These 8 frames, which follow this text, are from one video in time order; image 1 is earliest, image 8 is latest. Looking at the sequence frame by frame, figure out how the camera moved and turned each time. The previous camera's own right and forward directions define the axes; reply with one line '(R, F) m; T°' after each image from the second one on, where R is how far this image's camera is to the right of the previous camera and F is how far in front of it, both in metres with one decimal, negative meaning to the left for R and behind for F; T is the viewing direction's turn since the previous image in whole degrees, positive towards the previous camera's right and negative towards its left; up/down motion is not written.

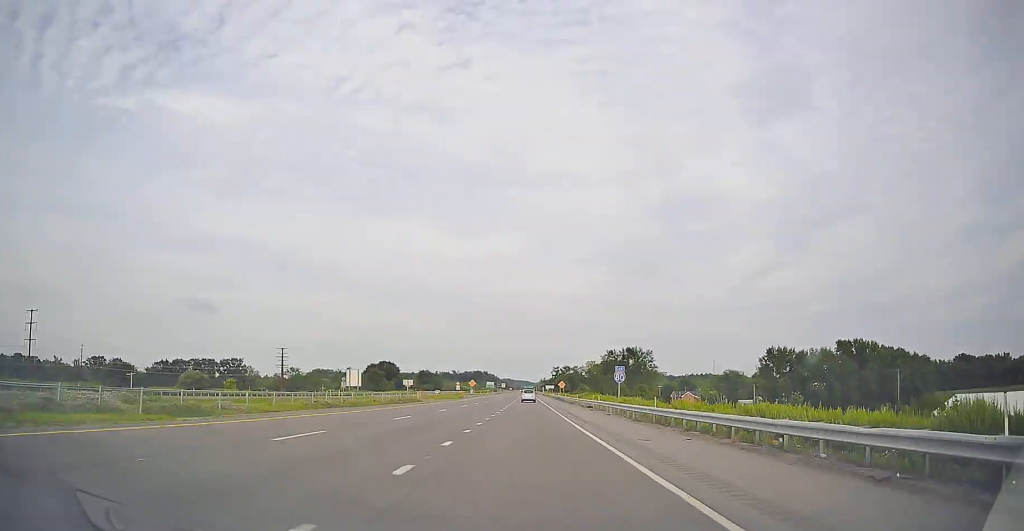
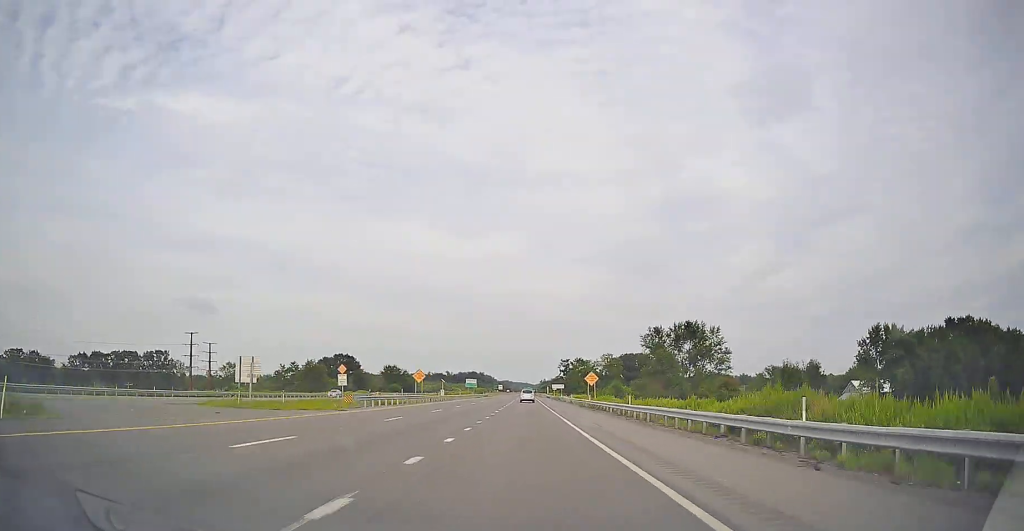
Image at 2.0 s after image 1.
(-0.1, +62.1) m; 0°
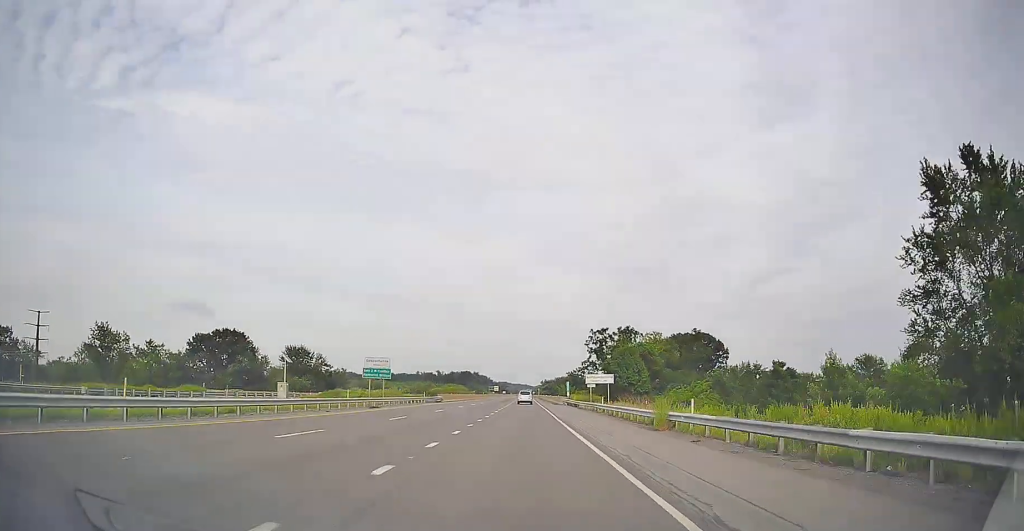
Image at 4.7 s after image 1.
(-0.3, +83.6) m; 0°
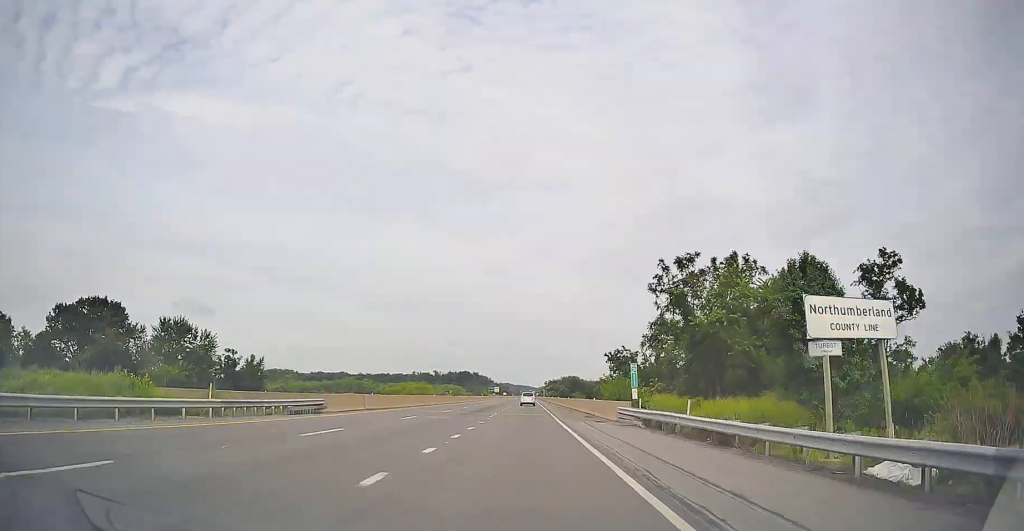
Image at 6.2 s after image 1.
(-0.2, +46.4) m; 0°
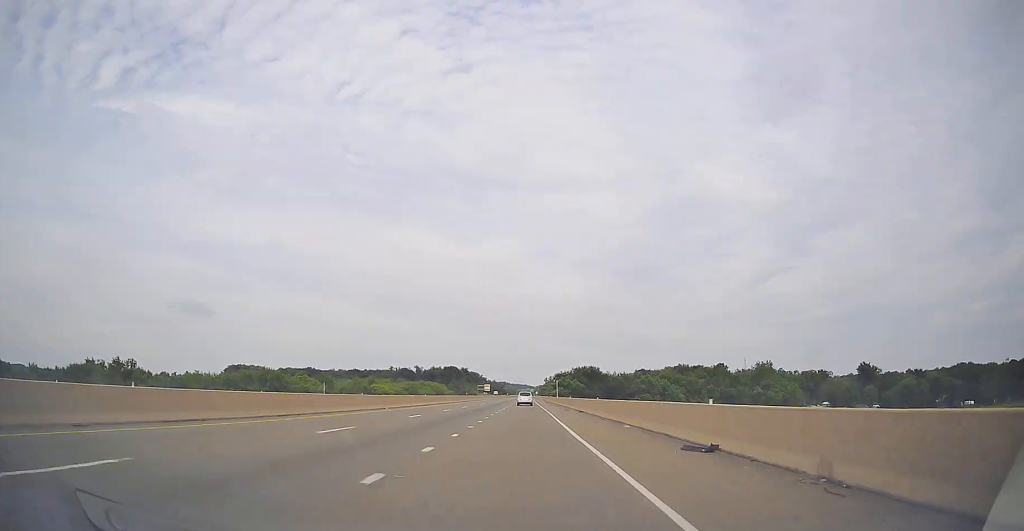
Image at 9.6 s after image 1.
(+0.4, +106.1) m; 0°
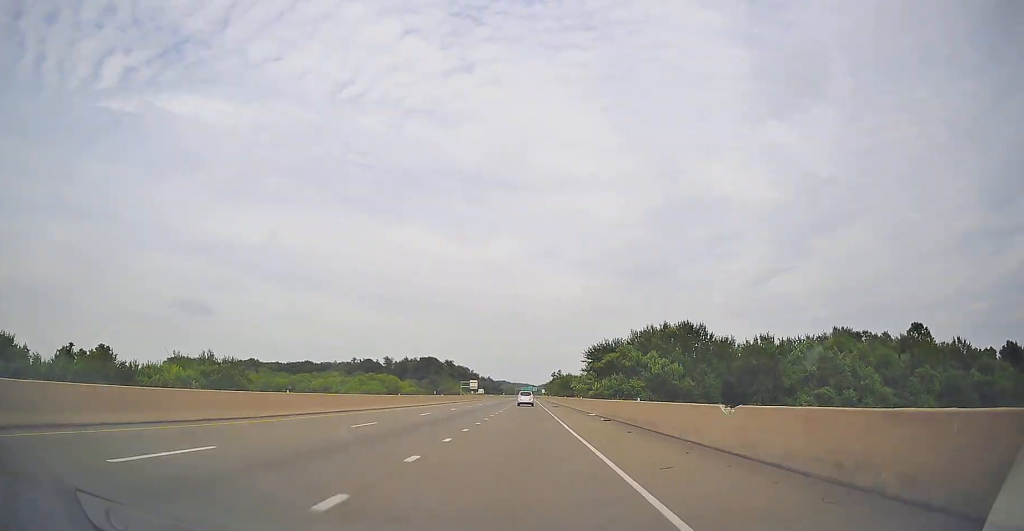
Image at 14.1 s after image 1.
(-0.6, +142.4) m; 0°
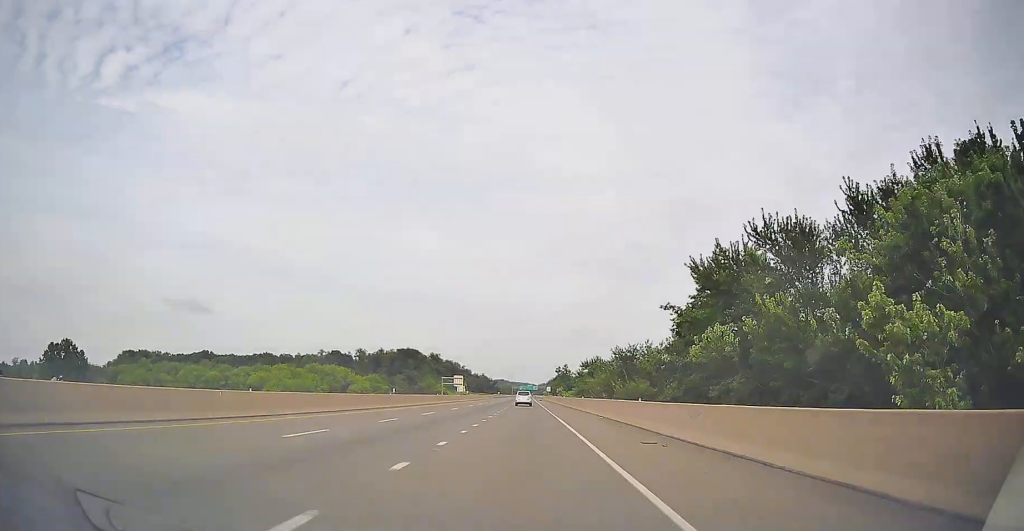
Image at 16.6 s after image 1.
(+0.1, +79.6) m; 0°
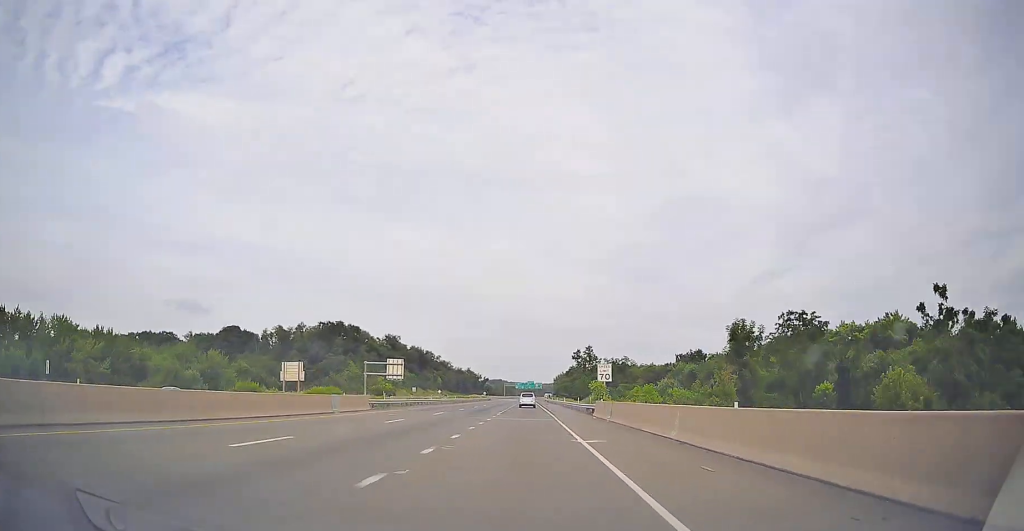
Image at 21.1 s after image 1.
(-0.2, +144.4) m; 0°
